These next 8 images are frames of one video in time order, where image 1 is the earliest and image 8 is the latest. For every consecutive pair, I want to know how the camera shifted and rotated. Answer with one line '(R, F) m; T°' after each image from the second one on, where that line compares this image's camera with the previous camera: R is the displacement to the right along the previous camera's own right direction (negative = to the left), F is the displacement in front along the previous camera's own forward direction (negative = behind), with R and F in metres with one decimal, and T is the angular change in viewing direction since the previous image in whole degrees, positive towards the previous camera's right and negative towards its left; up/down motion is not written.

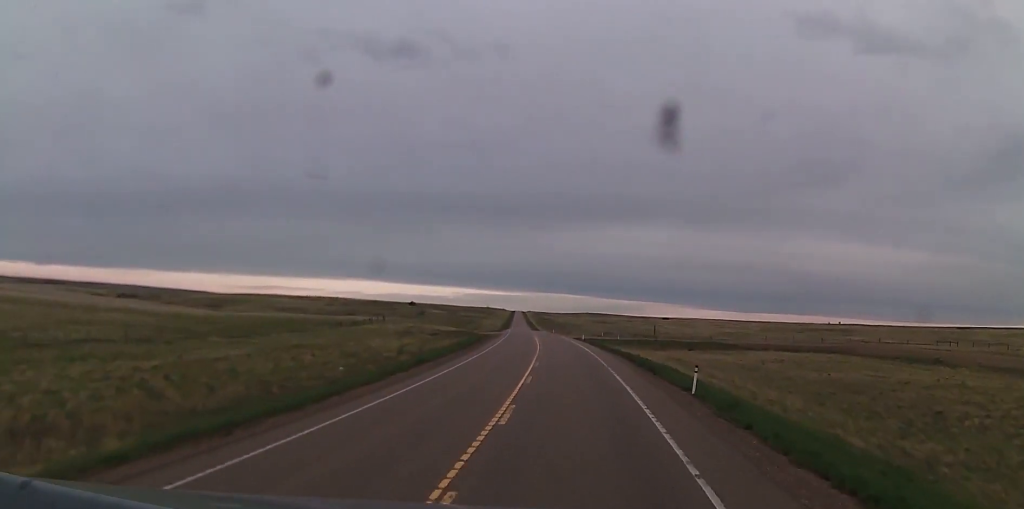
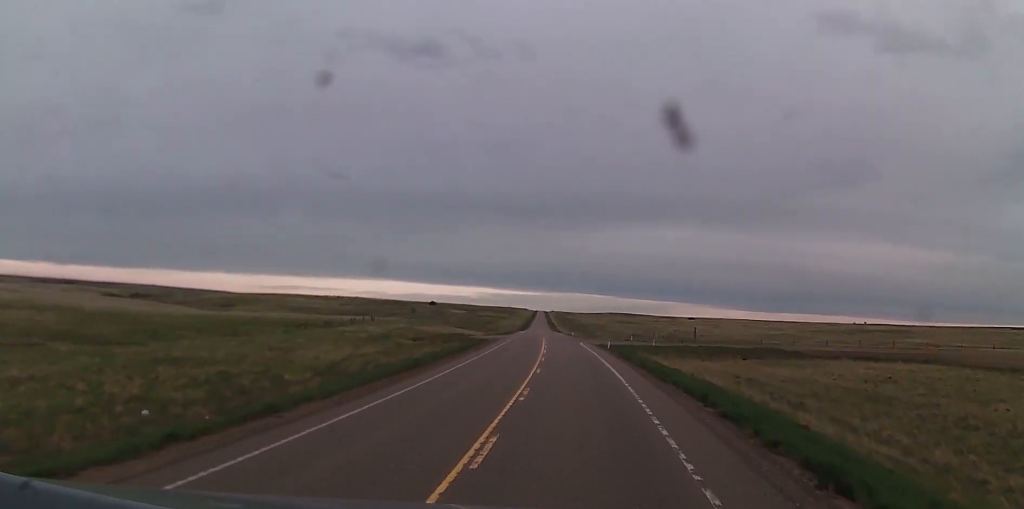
(-0.5, +22.1) m; -2°
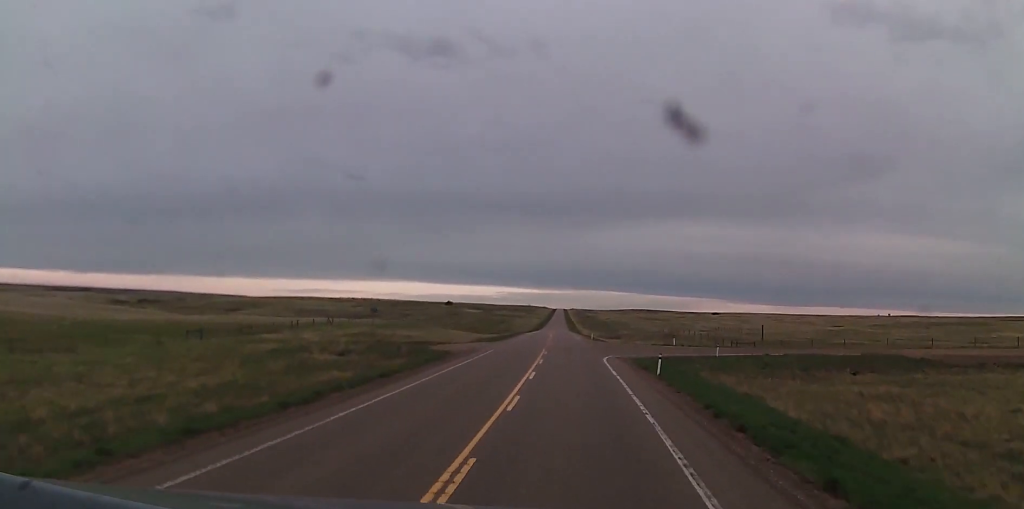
(-0.6, +28.9) m; -2°
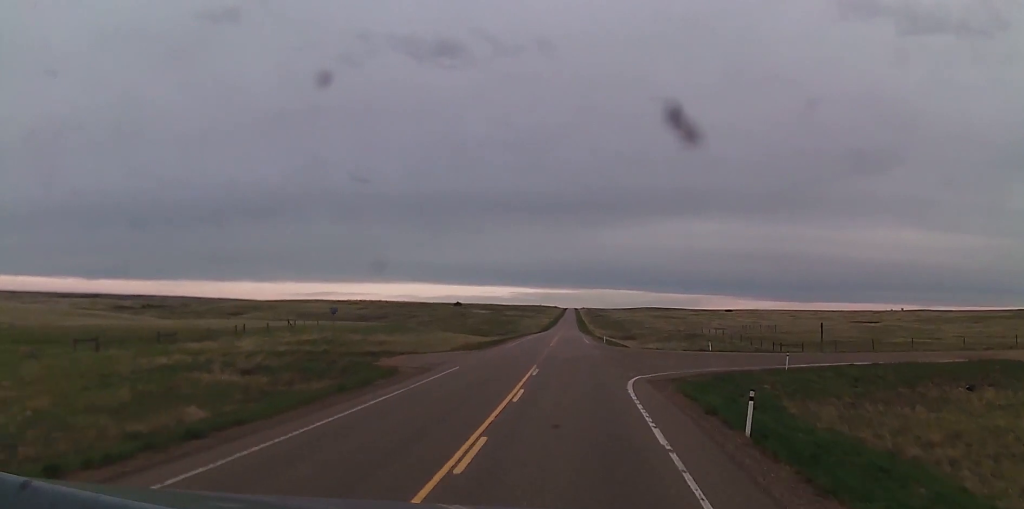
(-0.2, +16.0) m; -1°
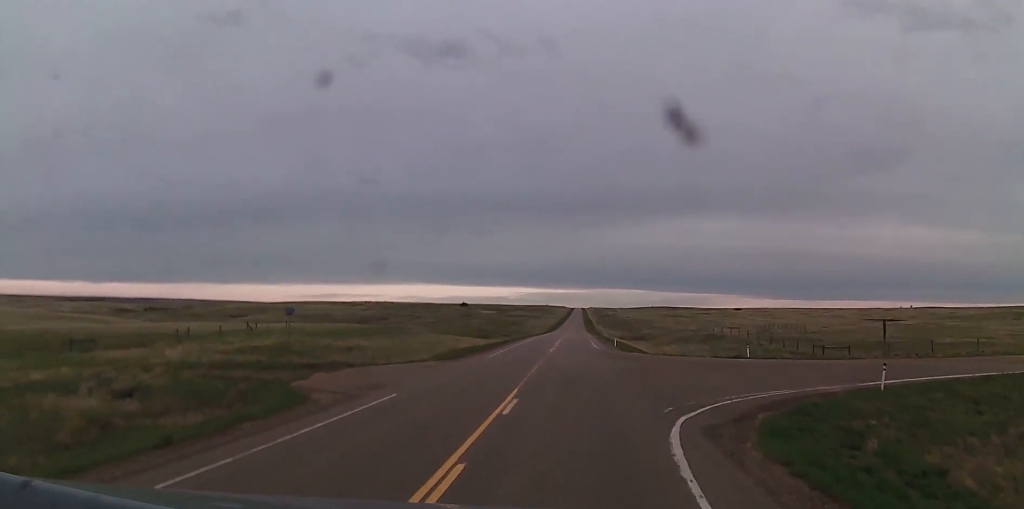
(0.0, +11.3) m; -1°
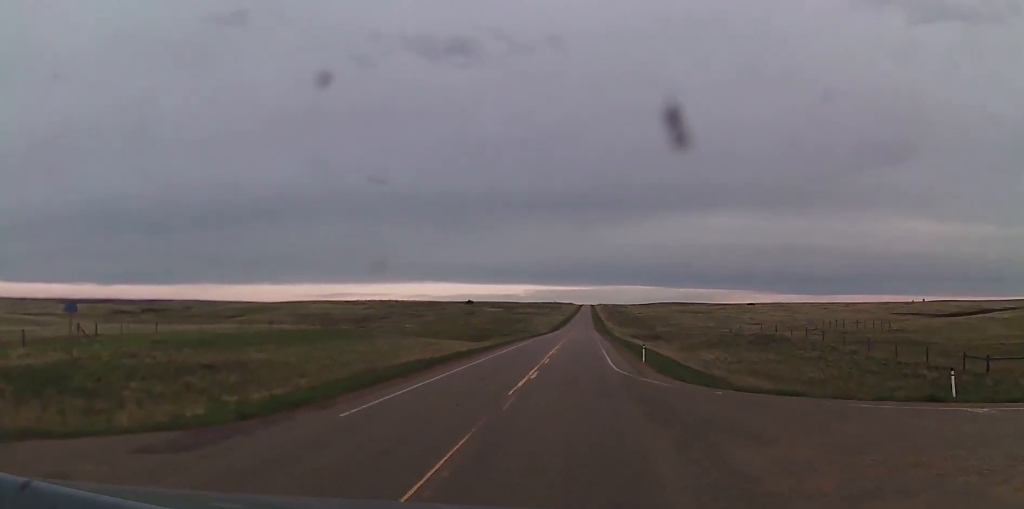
(-0.4, +25.8) m; -1°
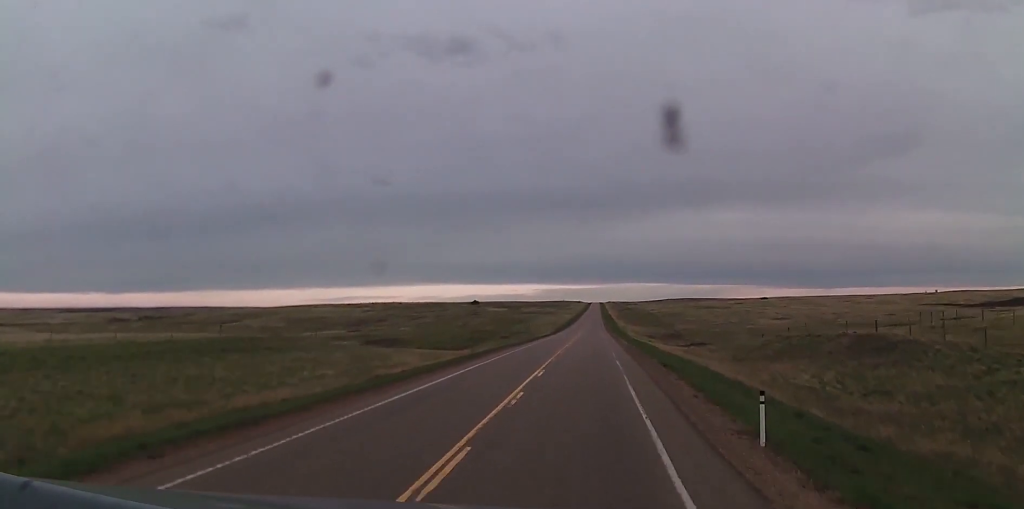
(0.0, +26.3) m; 0°
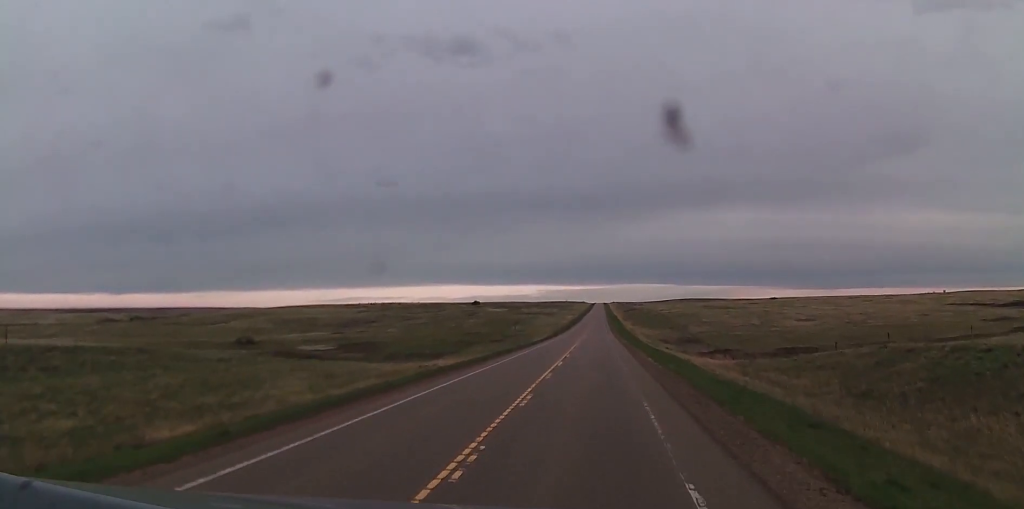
(-0.2, +26.7) m; -1°
